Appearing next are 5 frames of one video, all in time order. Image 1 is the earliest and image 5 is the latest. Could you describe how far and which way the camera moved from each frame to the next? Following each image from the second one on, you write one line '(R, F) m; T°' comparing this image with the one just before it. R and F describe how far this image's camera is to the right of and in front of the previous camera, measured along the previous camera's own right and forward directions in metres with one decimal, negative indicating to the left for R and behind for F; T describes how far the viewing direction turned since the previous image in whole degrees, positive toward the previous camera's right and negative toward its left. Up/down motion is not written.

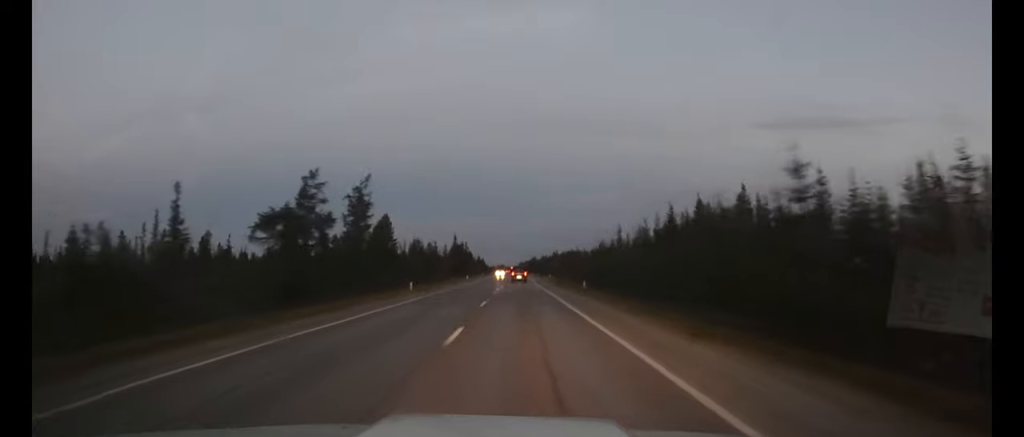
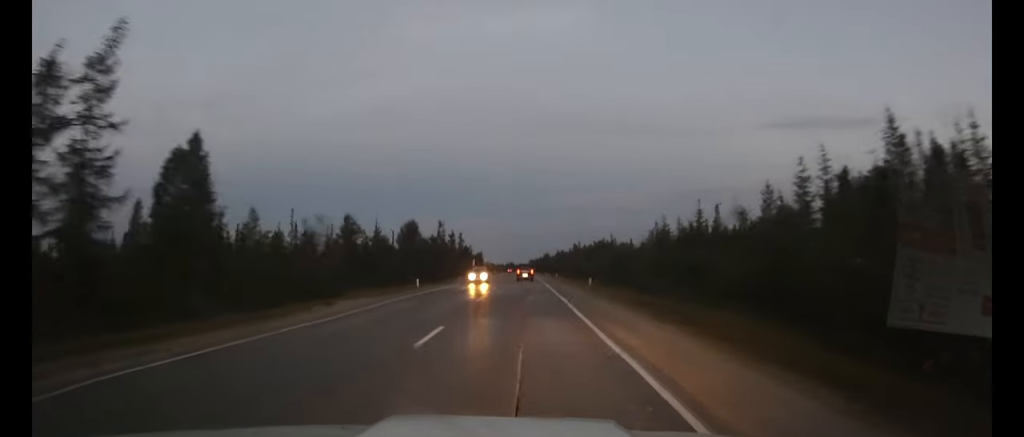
(-0.9, +49.8) m; -2°
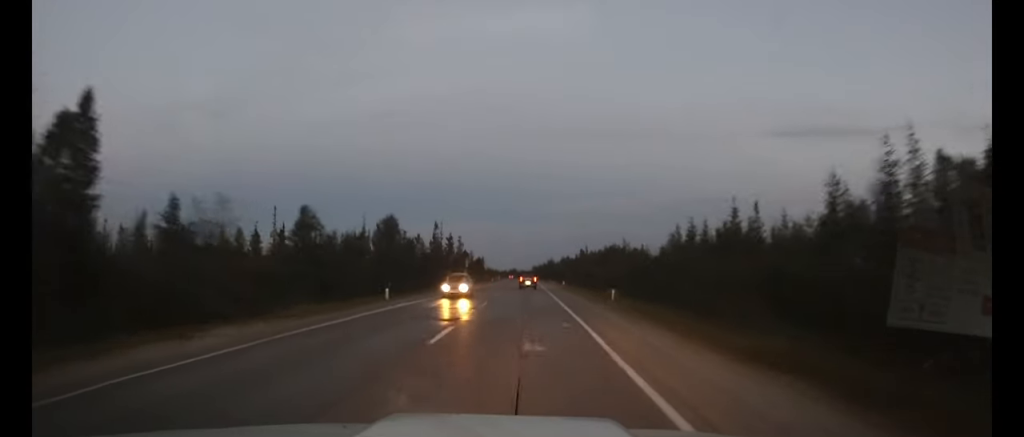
(0.0, +10.7) m; 0°
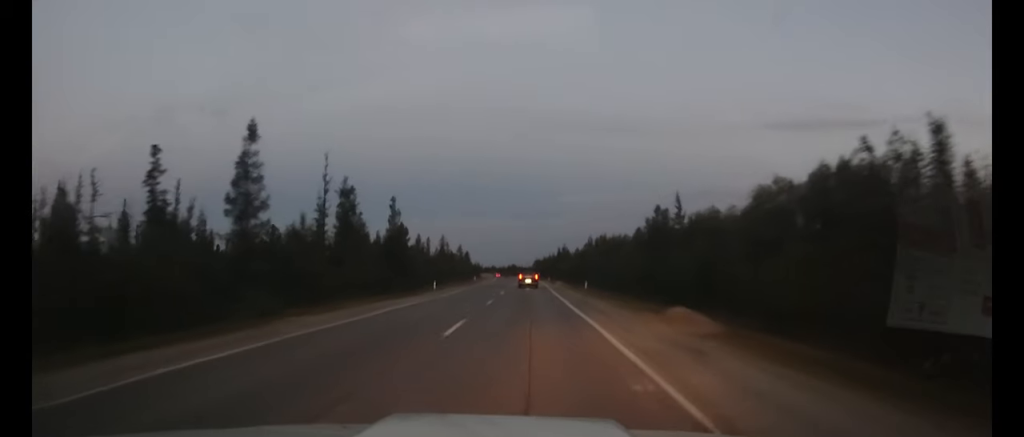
(-0.4, +83.1) m; 0°
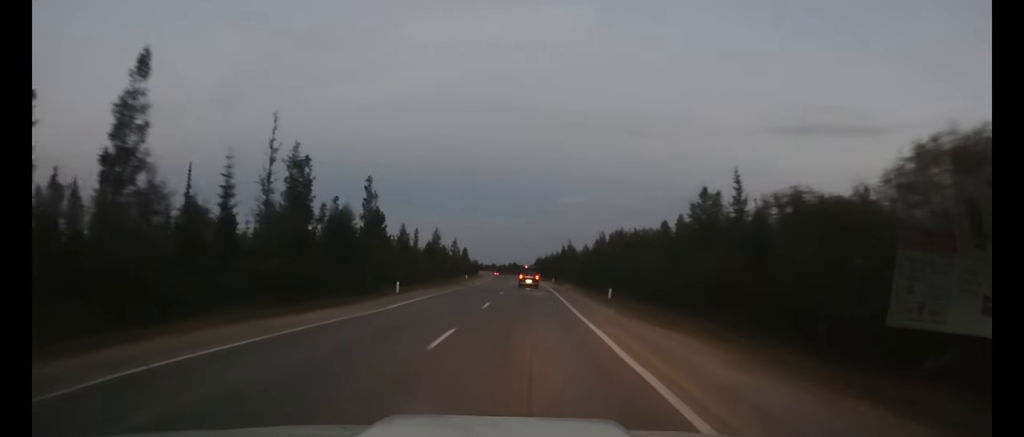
(0.0, +14.8) m; 0°
